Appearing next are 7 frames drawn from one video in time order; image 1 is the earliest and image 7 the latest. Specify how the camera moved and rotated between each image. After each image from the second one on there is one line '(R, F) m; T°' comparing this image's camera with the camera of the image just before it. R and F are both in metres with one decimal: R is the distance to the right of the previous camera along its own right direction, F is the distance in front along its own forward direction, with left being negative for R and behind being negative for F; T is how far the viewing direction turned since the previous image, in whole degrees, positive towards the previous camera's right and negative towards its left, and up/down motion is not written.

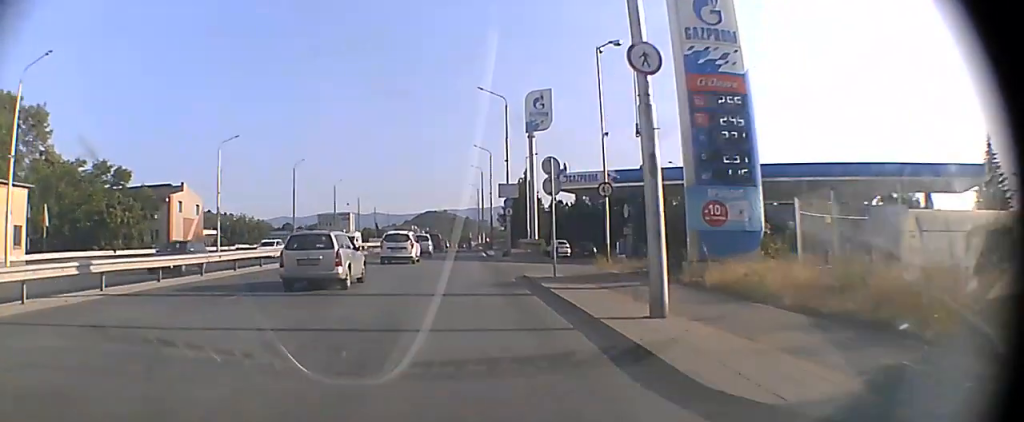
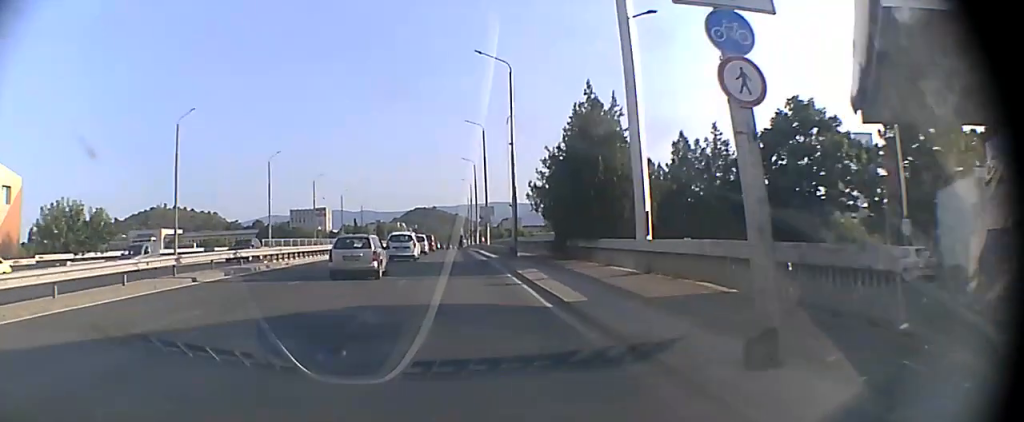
(+0.1, +39.6) m; 0°
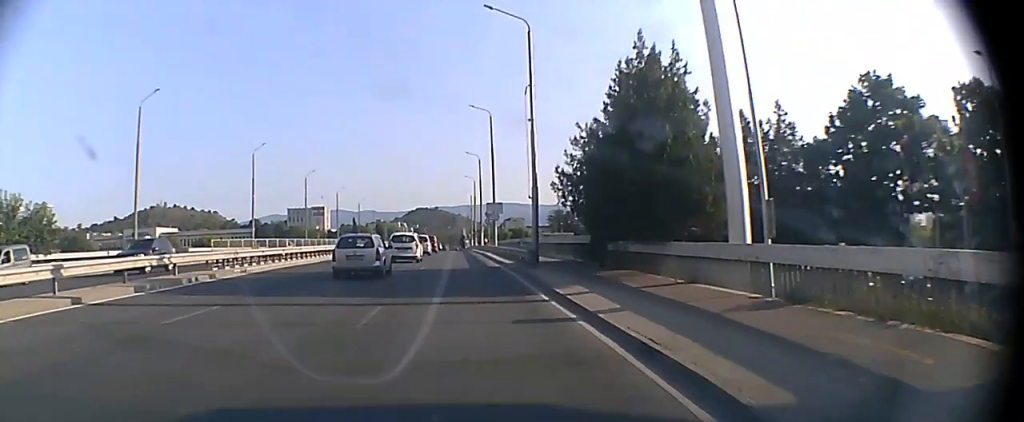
(0.0, +9.1) m; 0°
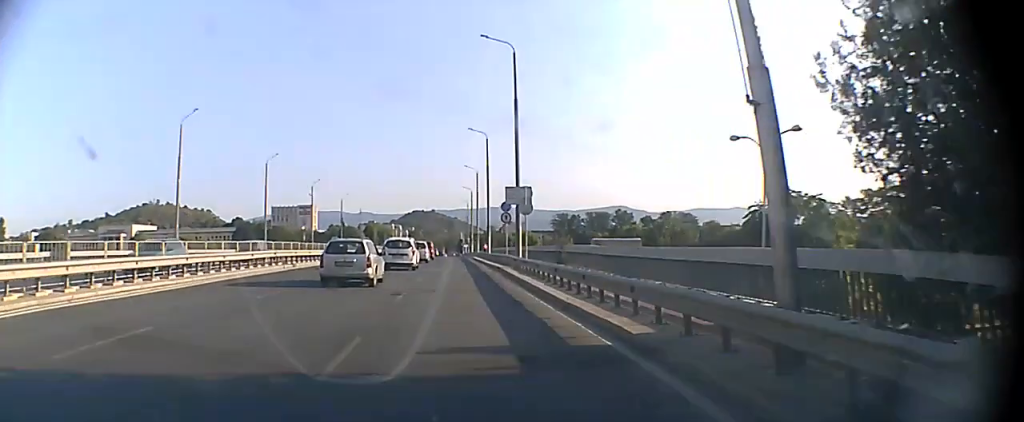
(+0.1, +20.5) m; 0°
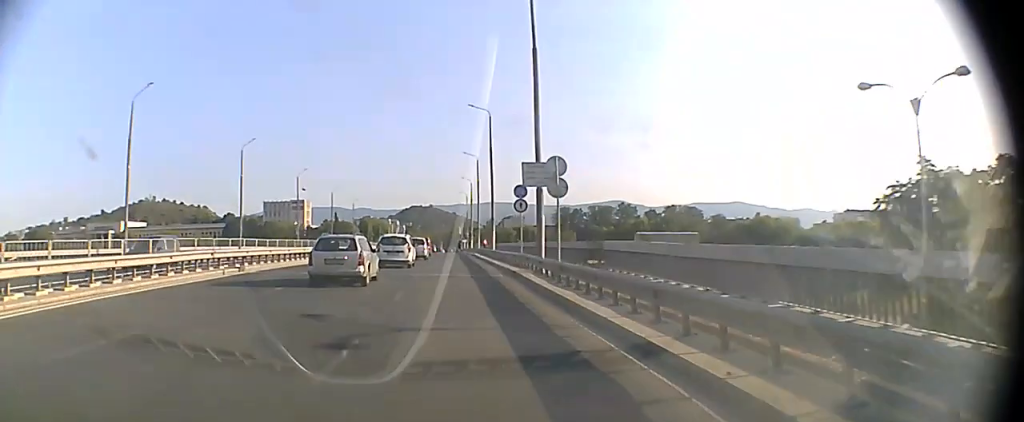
(0.0, +9.2) m; 0°
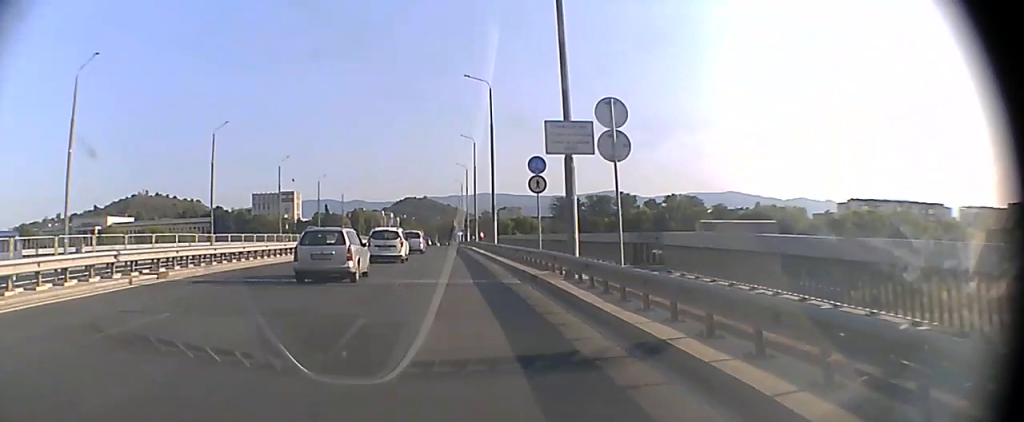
(0.0, +8.4) m; 0°
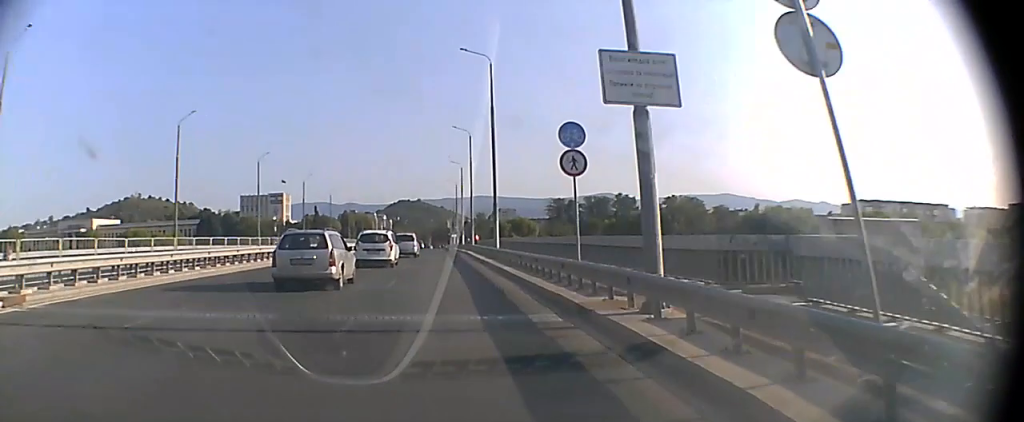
(0.0, +8.5) m; 0°
